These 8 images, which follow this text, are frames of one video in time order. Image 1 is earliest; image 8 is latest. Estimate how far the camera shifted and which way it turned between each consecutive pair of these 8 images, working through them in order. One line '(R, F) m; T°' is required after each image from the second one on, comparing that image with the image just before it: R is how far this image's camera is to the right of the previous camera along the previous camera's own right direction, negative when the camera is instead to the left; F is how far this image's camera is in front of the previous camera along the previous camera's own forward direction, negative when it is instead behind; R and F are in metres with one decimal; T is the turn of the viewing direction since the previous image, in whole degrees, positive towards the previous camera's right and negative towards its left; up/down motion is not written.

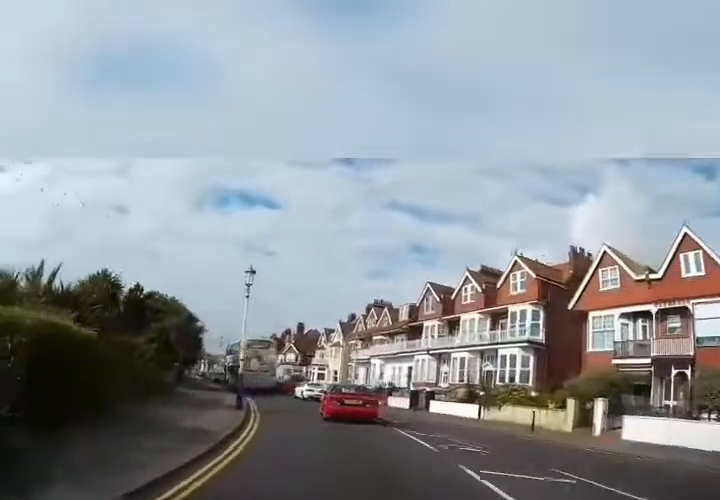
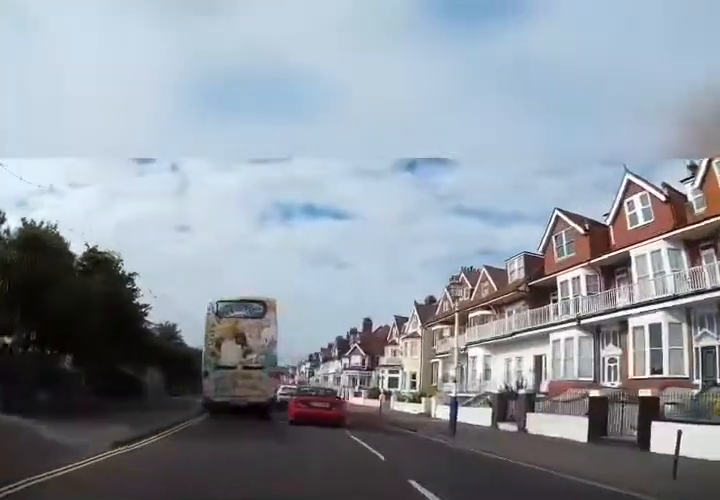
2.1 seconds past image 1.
(-2.0, +18.8) m; -11°
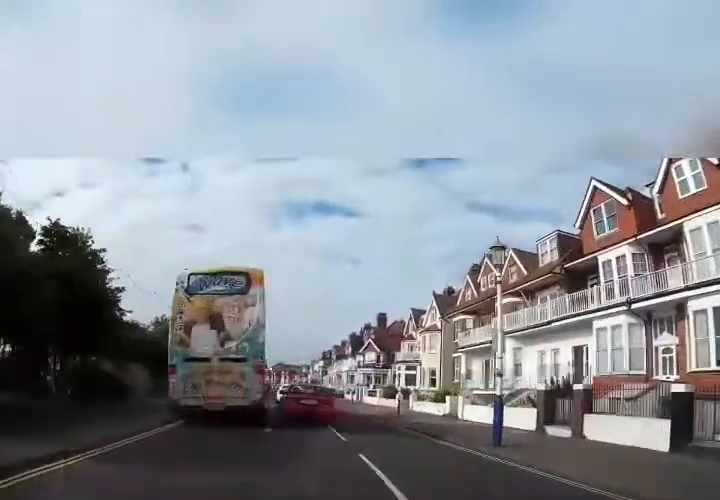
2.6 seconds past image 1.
(-0.1, +3.8) m; -2°
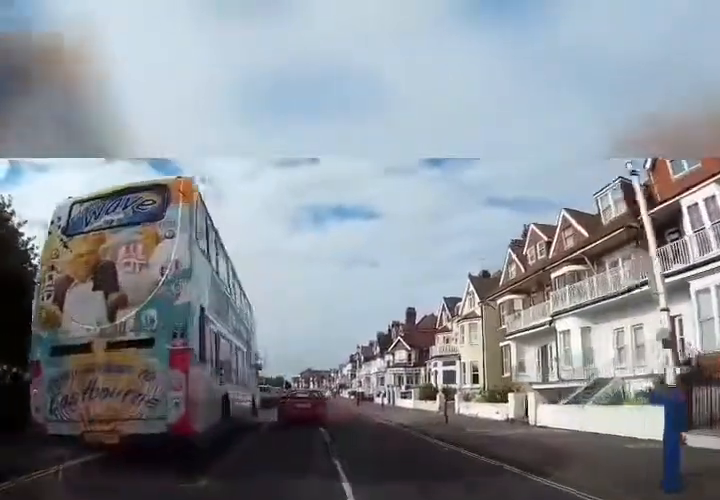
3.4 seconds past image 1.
(0.0, +6.4) m; -2°
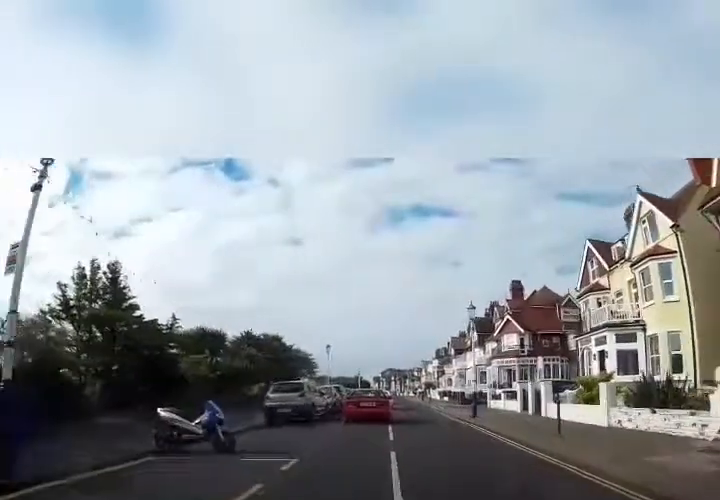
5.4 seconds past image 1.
(-2.0, +15.9) m; -10°
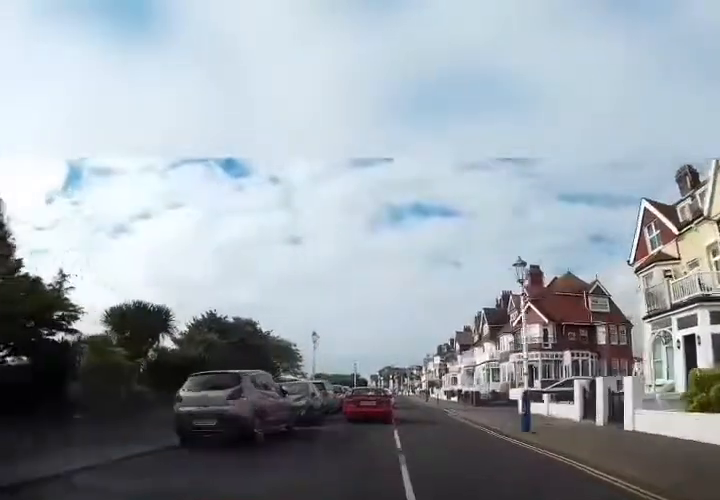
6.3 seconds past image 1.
(+0.2, +6.7) m; 0°
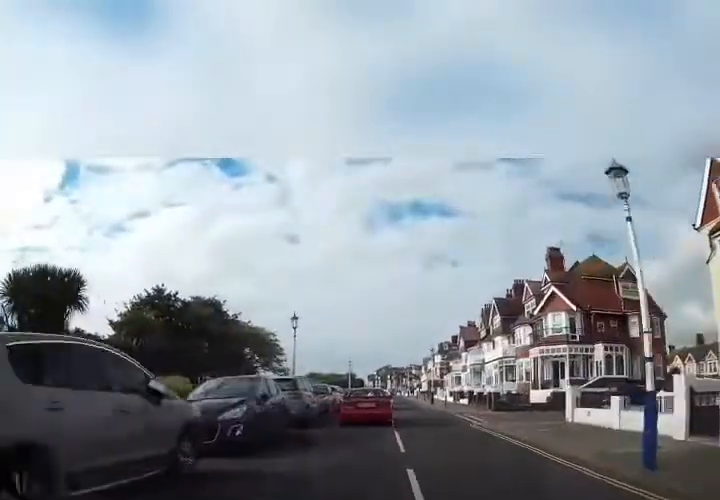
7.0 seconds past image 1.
(-0.1, +6.1) m; -1°
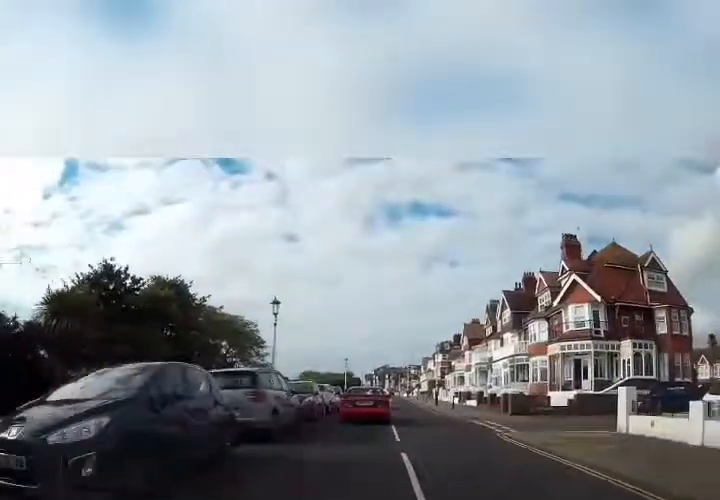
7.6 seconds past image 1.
(0.0, +4.3) m; 0°
